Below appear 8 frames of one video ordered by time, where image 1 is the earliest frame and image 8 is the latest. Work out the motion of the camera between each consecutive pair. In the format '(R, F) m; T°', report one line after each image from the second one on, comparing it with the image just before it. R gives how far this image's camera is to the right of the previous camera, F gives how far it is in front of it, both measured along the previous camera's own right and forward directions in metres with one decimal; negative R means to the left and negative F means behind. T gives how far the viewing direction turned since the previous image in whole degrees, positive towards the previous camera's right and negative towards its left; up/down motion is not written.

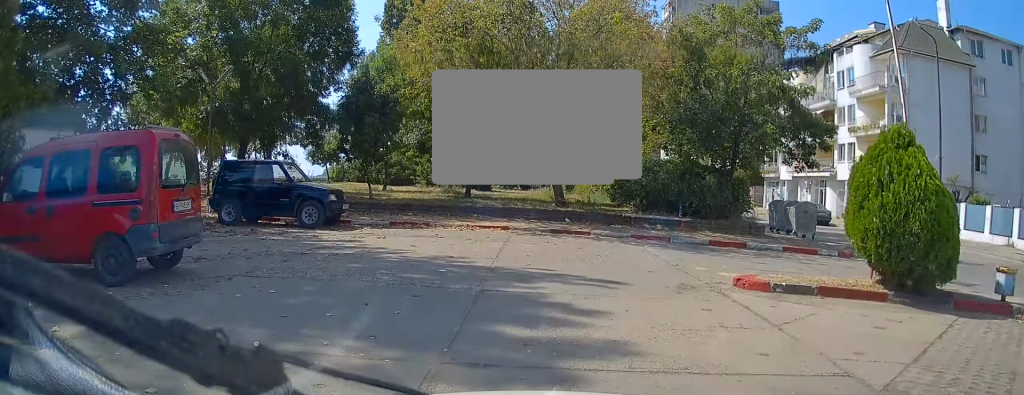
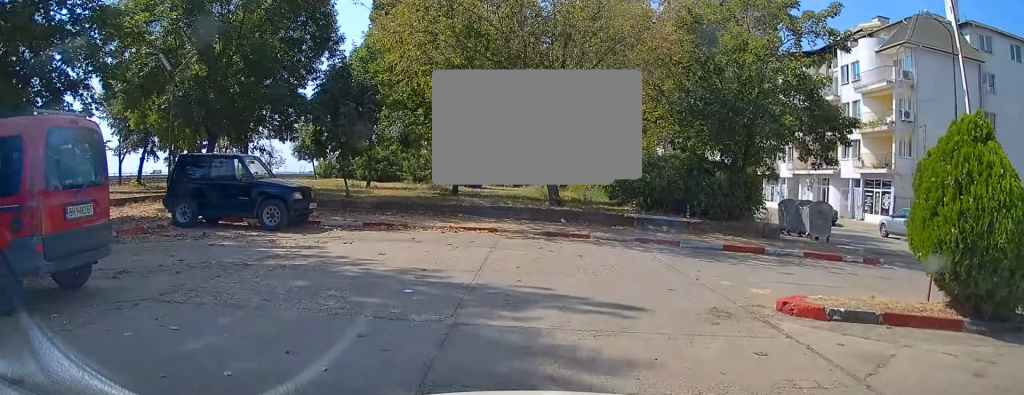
(0.0, +1.9) m; +3°
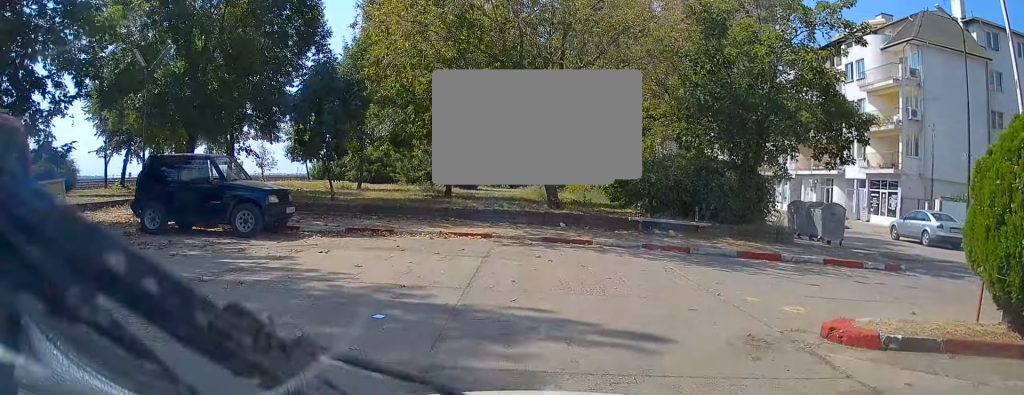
(+0.1, +1.2) m; -1°
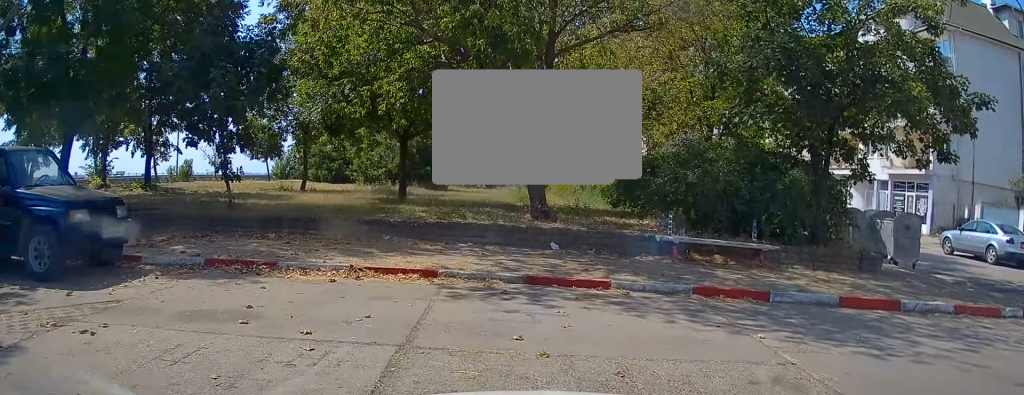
(-0.2, +5.4) m; +3°
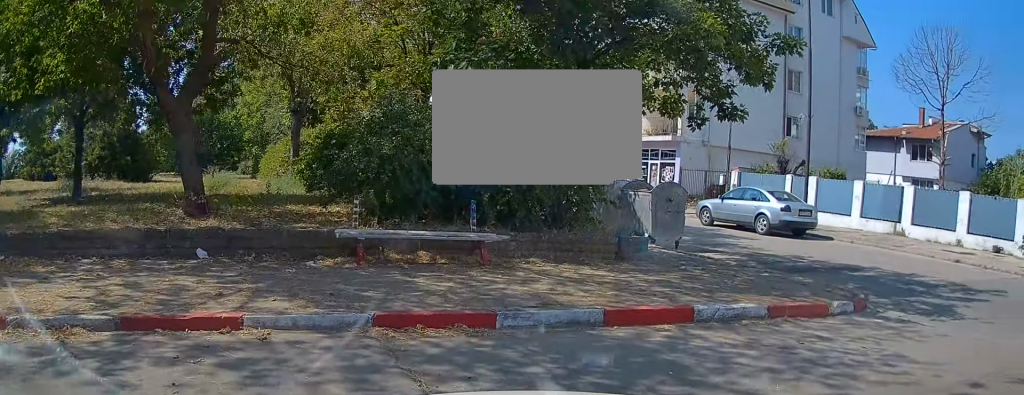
(+0.4, +3.0) m; +35°
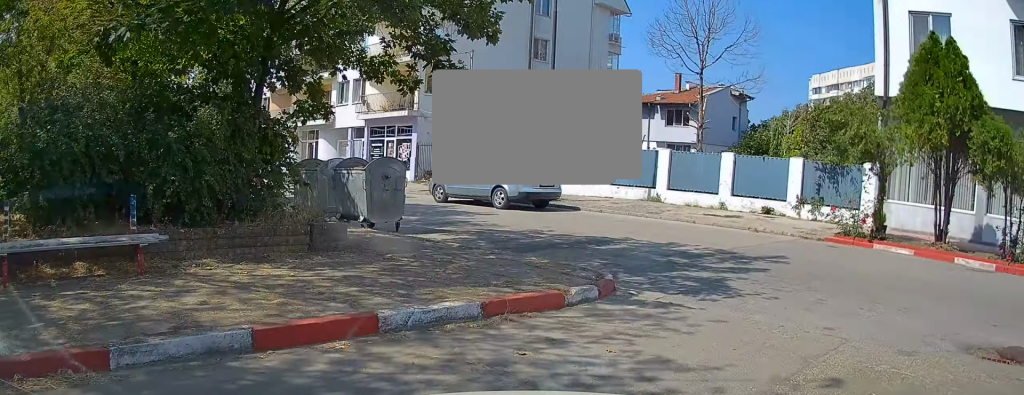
(+0.7, +1.5) m; +28°
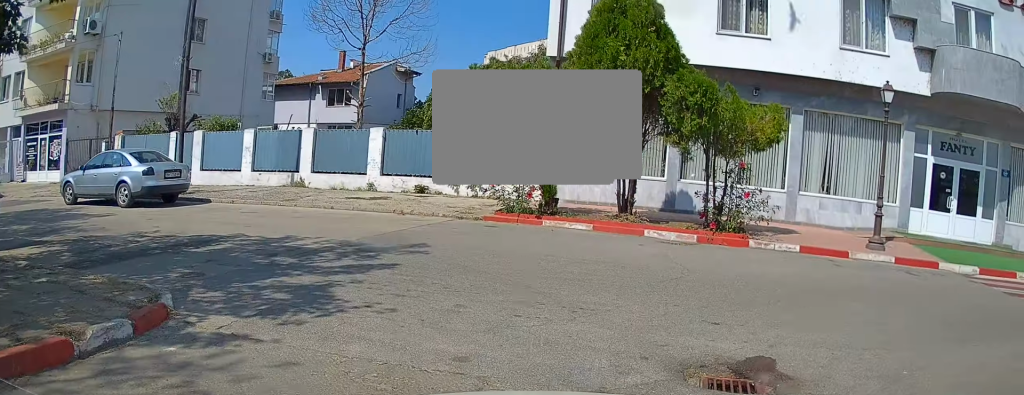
(+0.6, +1.9) m; +26°
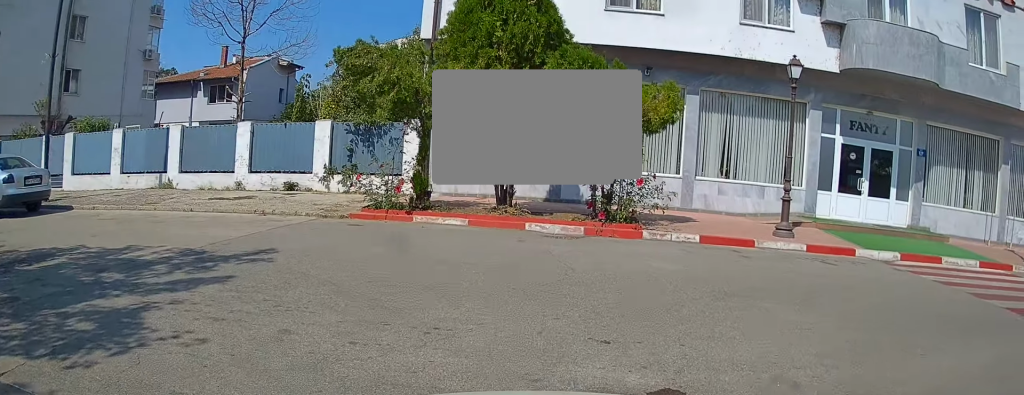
(+0.1, +1.1) m; +4°
